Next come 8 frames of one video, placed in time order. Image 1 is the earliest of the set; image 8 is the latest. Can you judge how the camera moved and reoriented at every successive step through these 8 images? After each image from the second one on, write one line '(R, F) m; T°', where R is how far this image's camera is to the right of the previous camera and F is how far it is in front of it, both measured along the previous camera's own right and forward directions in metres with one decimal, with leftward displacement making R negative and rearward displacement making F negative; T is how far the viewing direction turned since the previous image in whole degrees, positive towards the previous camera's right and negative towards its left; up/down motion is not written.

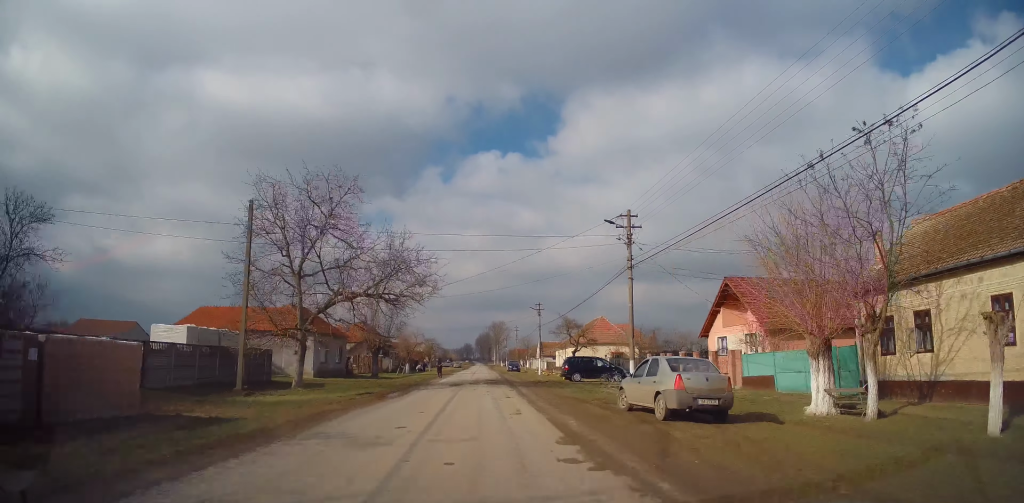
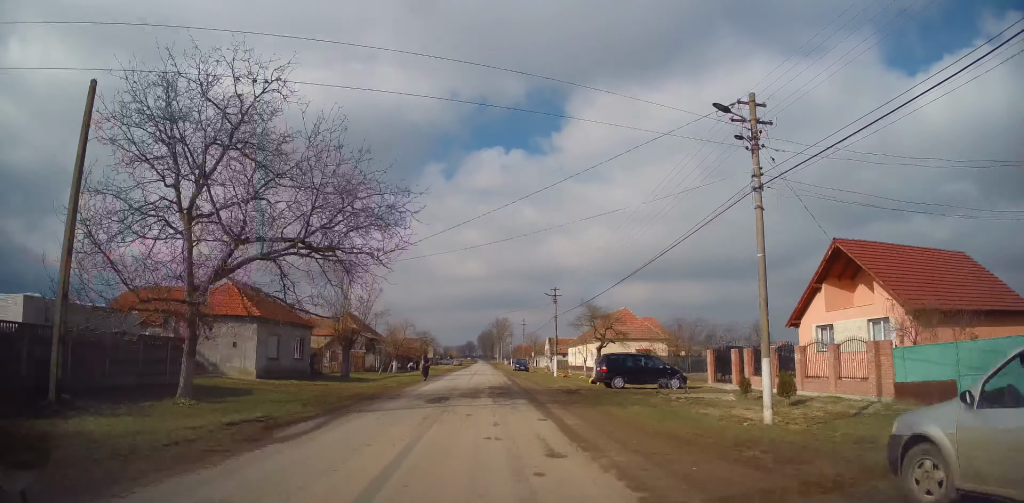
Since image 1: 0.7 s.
(0.0, +10.6) m; 0°
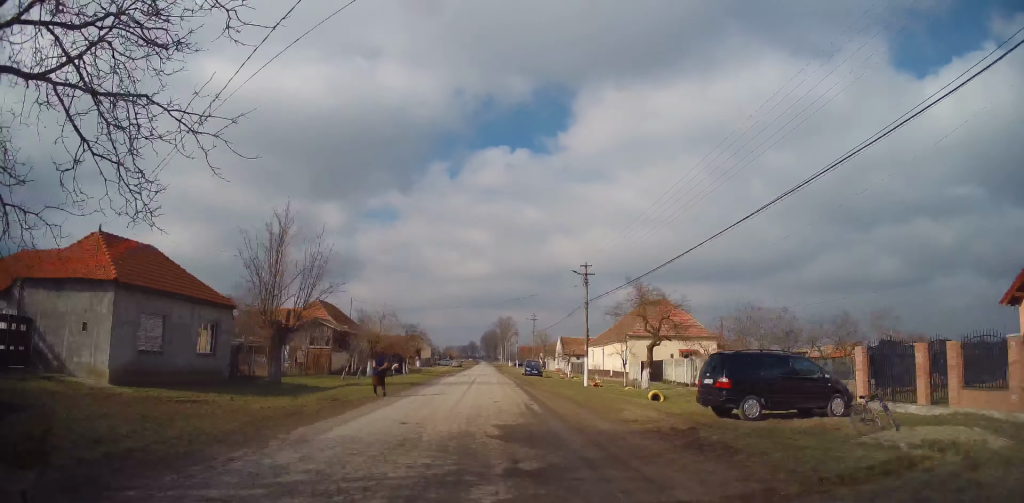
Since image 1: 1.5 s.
(0.0, +13.8) m; -1°
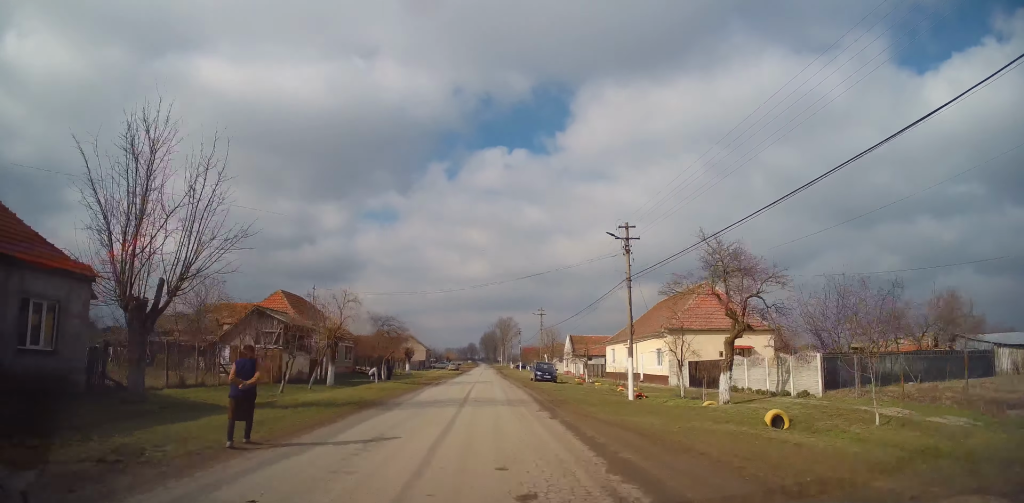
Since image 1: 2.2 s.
(0.0, +10.7) m; -1°
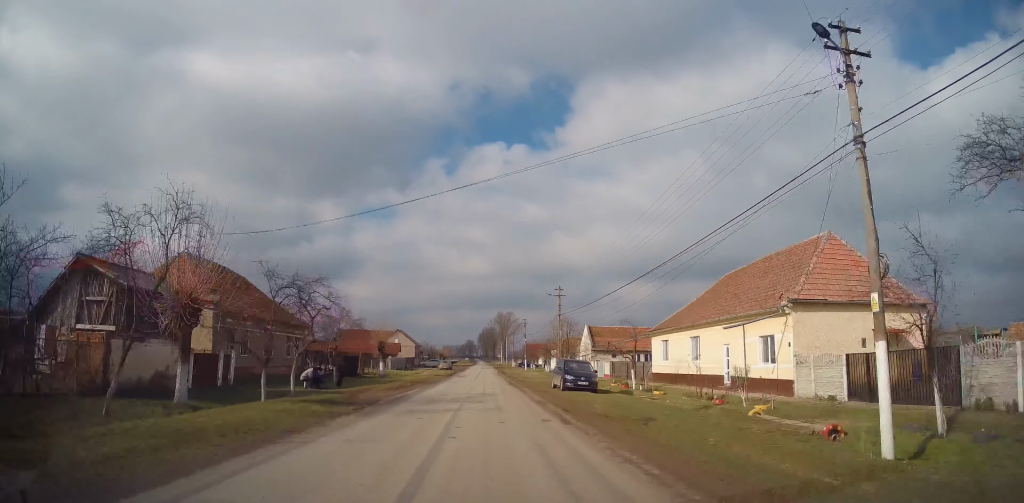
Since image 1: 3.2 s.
(-0.2, +16.1) m; 0°
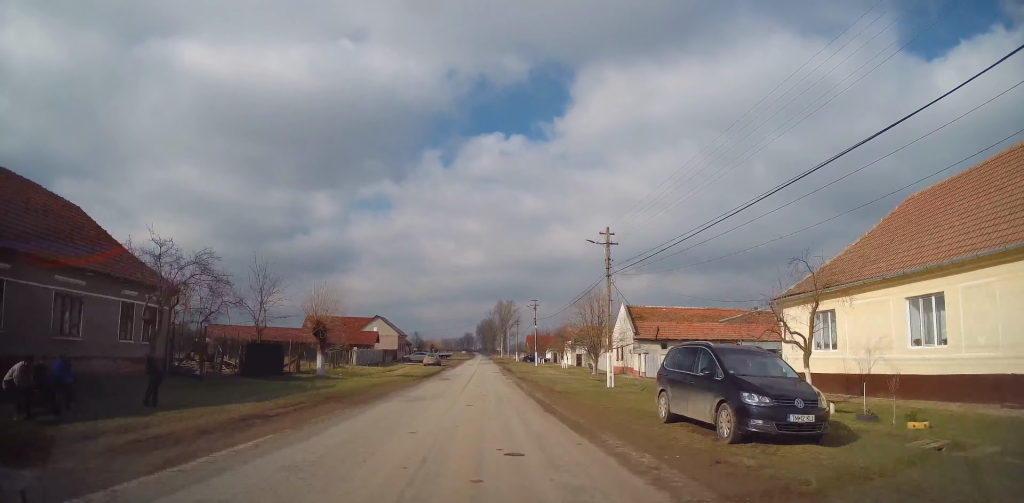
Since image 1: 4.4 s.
(+0.3, +18.9) m; +1°
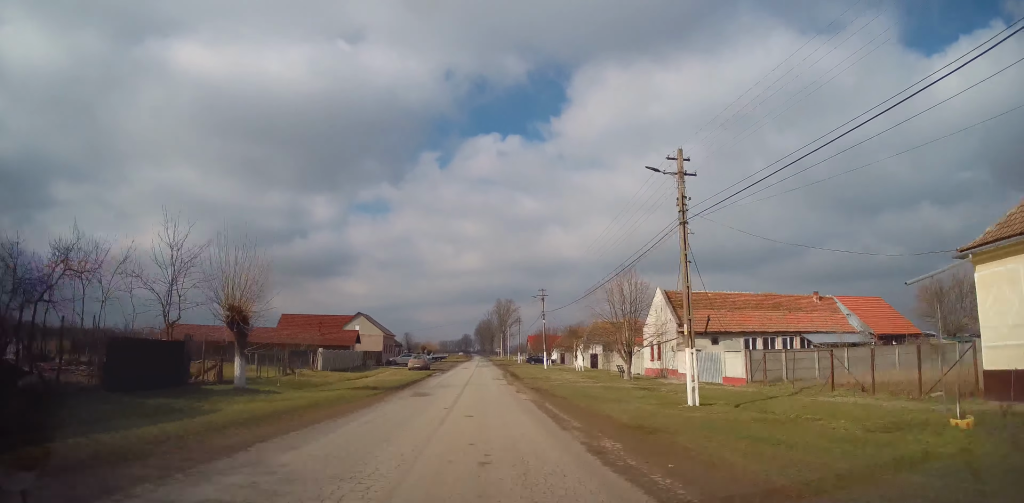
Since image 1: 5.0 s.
(0.0, +11.0) m; 0°
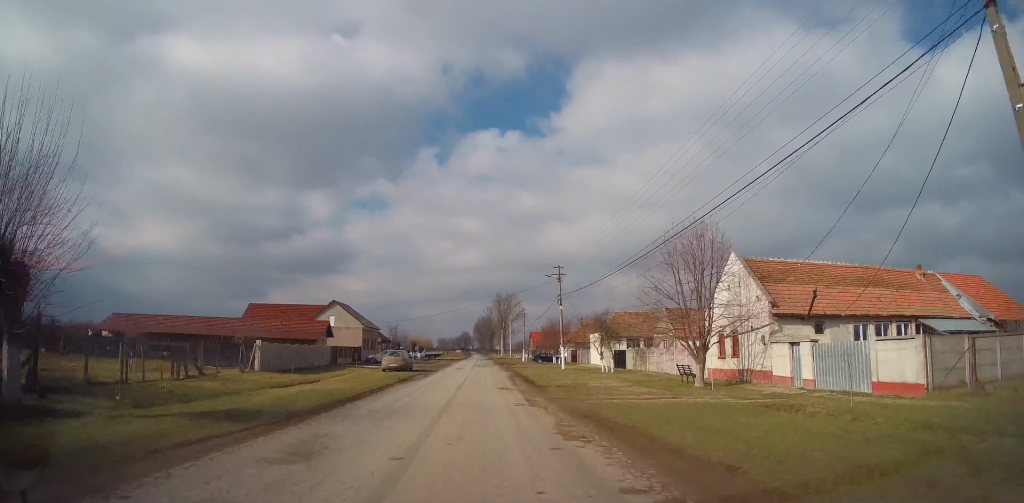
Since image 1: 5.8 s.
(0.0, +12.2) m; 0°
